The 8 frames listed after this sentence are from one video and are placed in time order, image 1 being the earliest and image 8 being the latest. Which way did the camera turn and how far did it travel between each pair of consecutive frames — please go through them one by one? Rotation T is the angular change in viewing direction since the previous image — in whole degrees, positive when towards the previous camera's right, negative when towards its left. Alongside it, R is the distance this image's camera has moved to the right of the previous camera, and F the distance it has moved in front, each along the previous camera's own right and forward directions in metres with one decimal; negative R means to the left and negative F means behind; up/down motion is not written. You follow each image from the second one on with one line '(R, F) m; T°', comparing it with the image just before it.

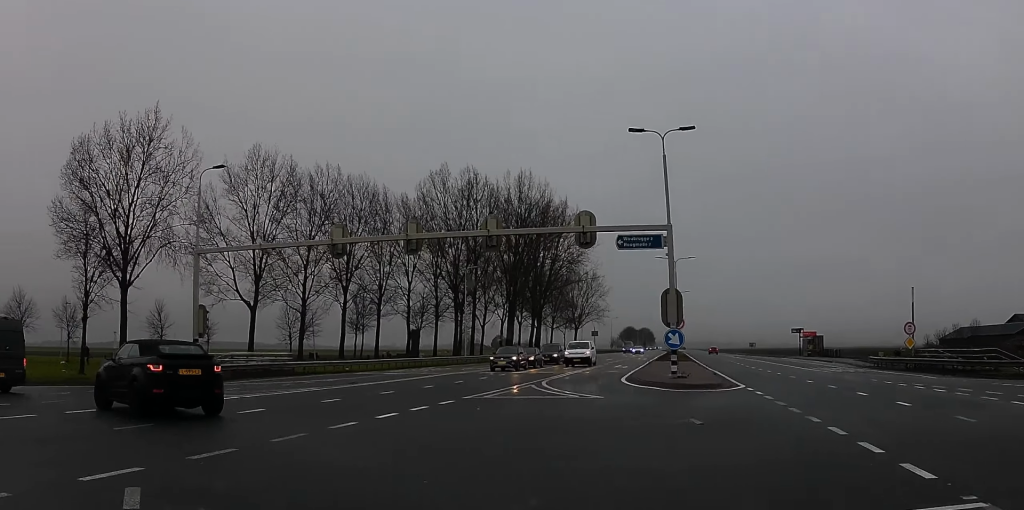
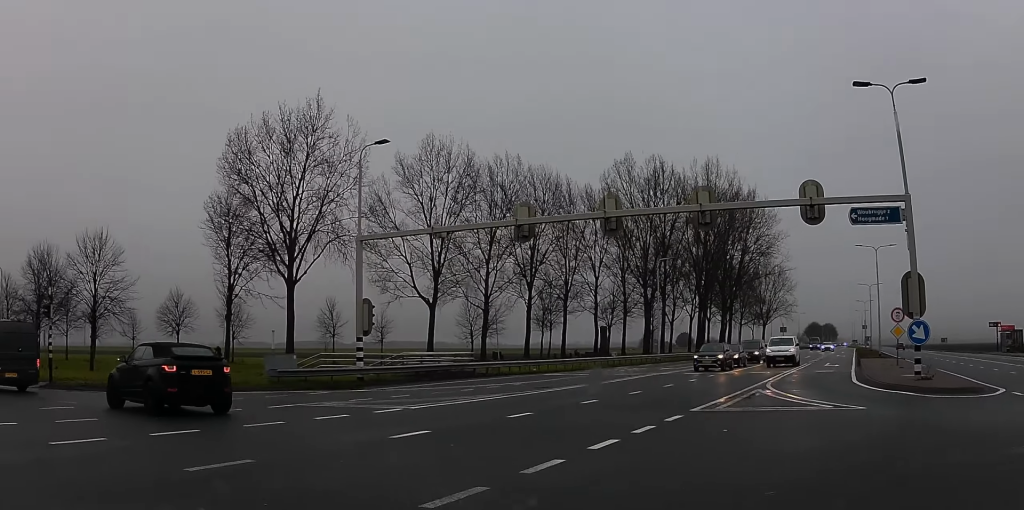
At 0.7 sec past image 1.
(-0.2, +5.0) m; -13°
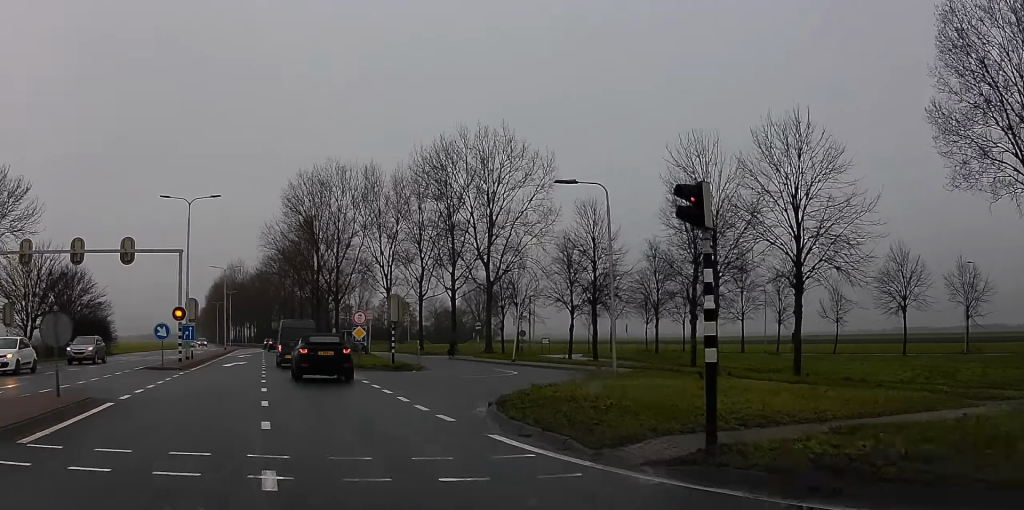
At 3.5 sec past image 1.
(-10.3, +20.2) m; -49°
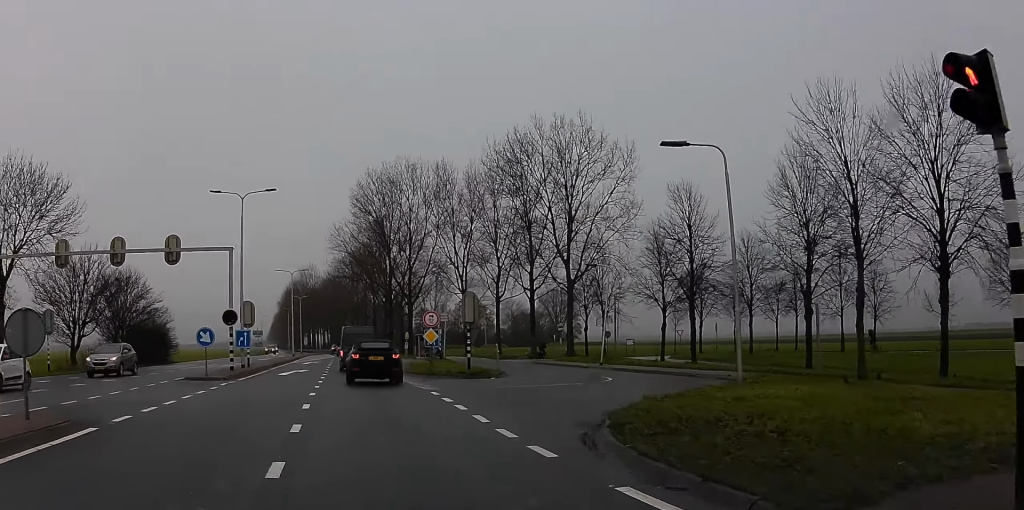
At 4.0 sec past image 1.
(-0.5, +4.5) m; -4°
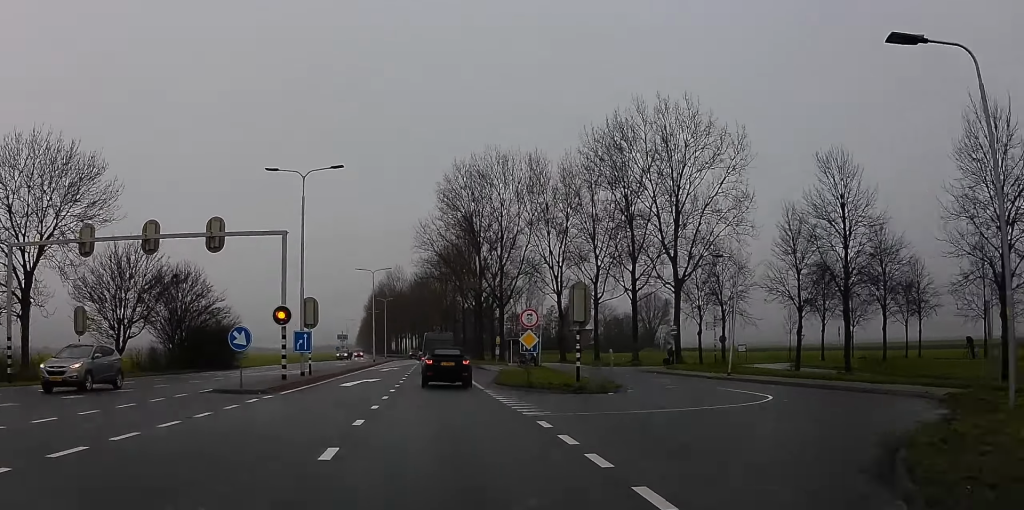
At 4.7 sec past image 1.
(-0.5, +6.9) m; -4°
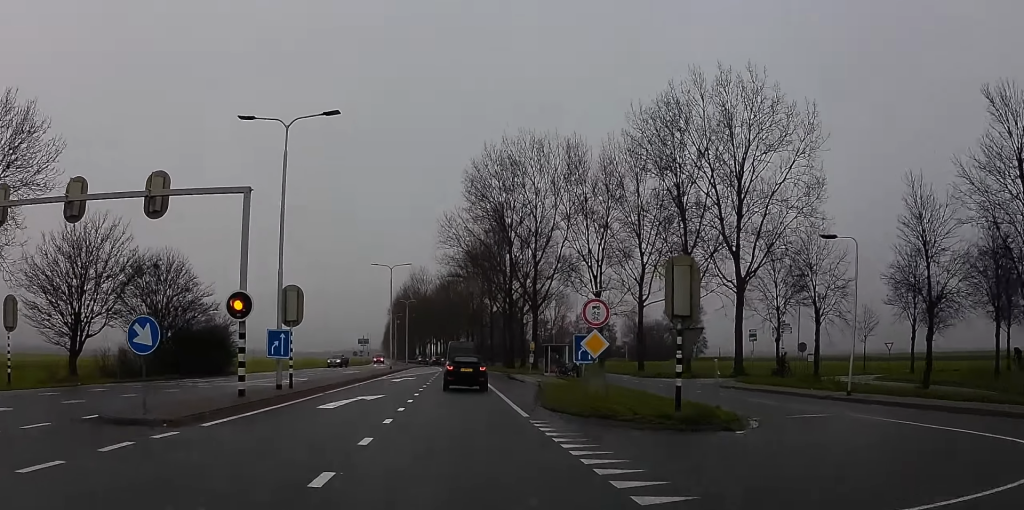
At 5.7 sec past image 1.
(-0.1, +9.9) m; -2°
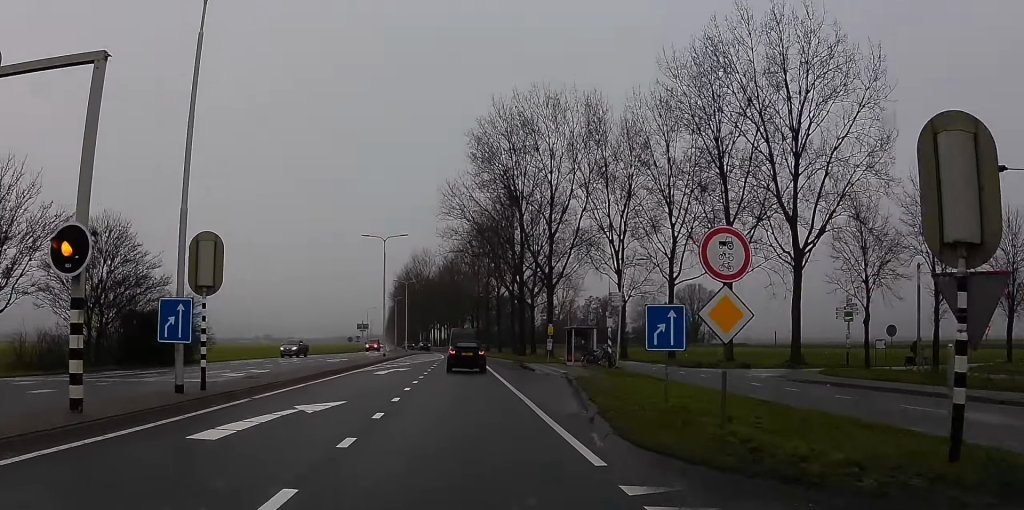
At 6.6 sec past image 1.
(-0.3, +10.3) m; 0°
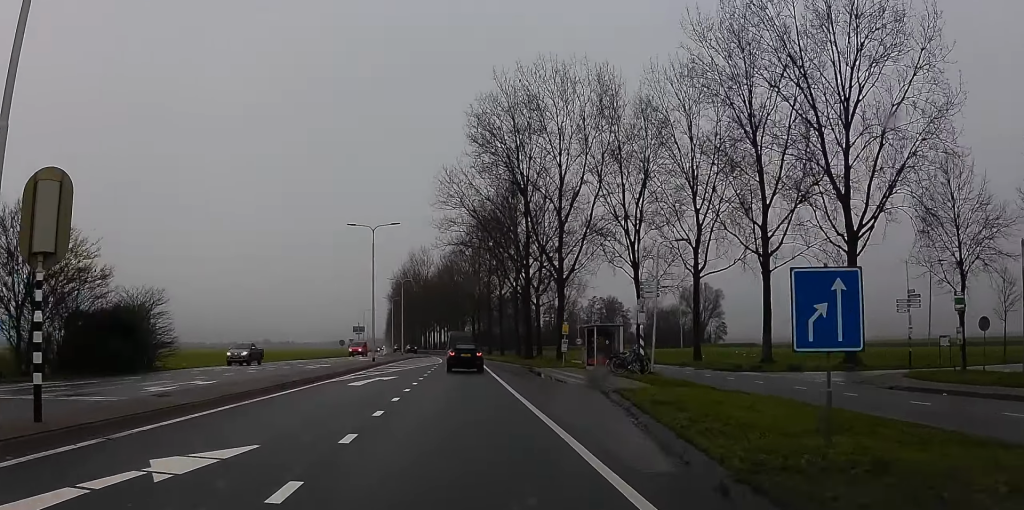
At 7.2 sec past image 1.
(+0.2, +7.8) m; +1°
